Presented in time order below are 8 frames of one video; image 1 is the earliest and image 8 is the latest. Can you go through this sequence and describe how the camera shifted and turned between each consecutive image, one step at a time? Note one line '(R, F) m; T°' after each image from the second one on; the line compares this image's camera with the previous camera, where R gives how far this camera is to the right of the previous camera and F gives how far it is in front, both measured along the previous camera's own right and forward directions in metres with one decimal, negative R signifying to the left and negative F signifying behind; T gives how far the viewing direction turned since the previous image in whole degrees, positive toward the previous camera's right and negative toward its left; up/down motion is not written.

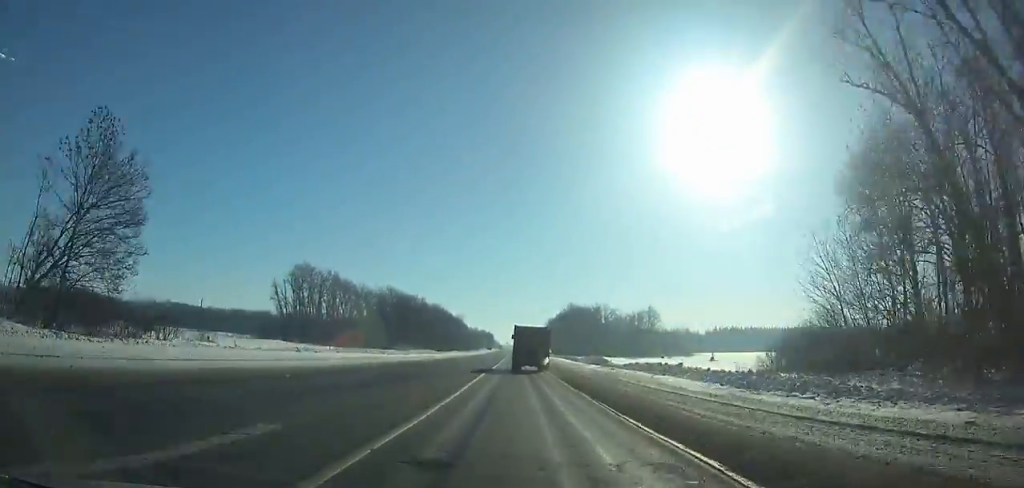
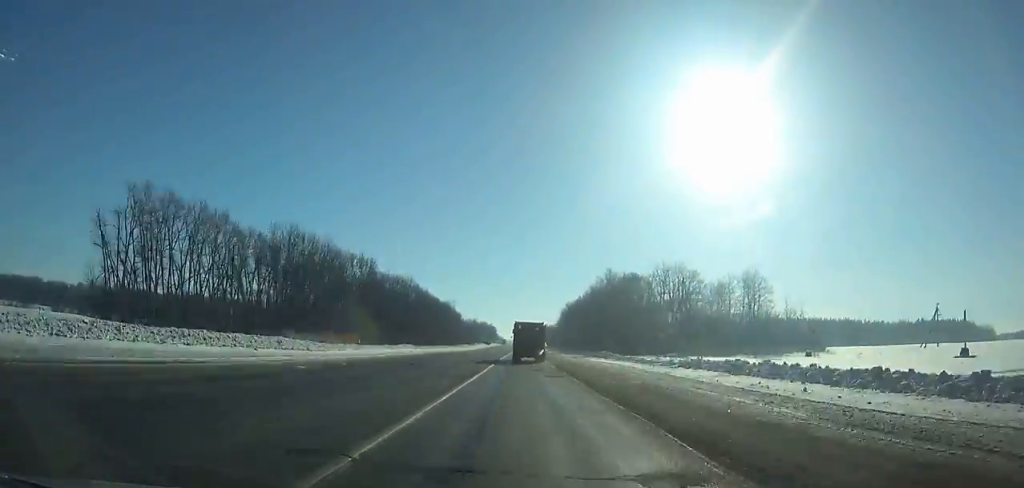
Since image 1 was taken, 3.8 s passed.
(-0.2, +74.8) m; 0°
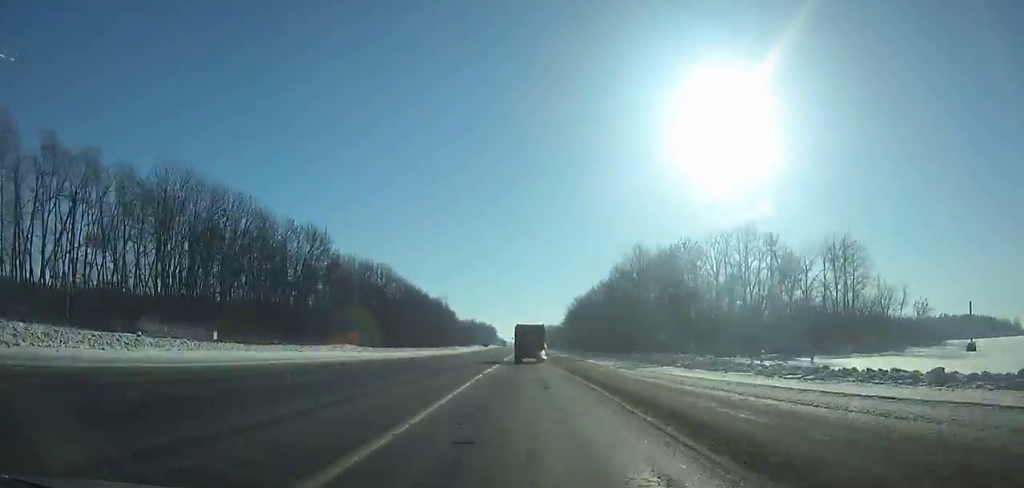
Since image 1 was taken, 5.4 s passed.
(-0.1, +32.0) m; 0°
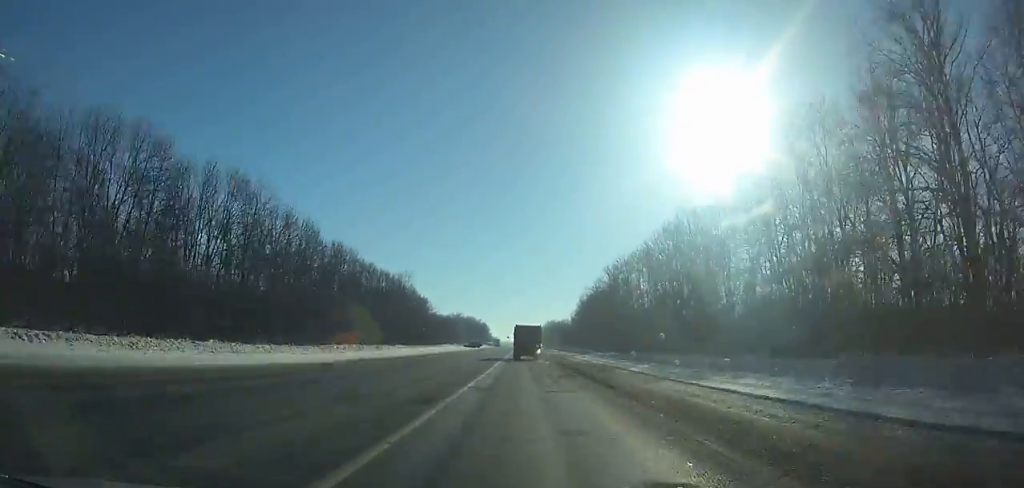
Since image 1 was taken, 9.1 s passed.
(-0.1, +74.4) m; 0°
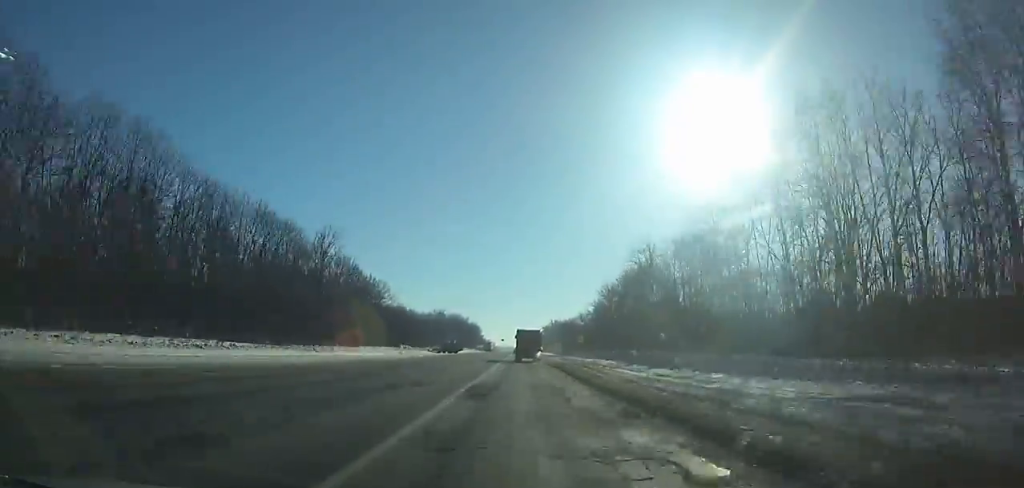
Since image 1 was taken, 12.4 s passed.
(0.0, +67.0) m; 0°
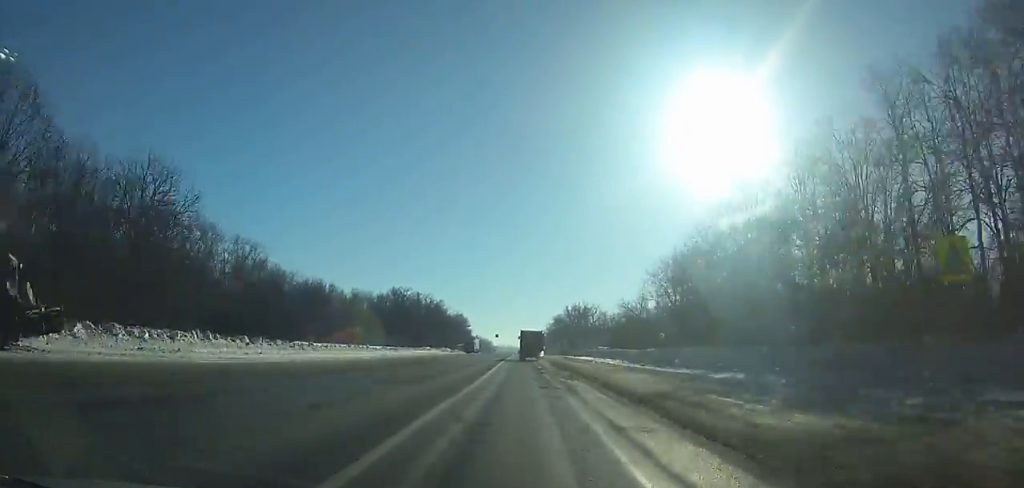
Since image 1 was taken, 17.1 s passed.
(0.0, +96.4) m; 0°
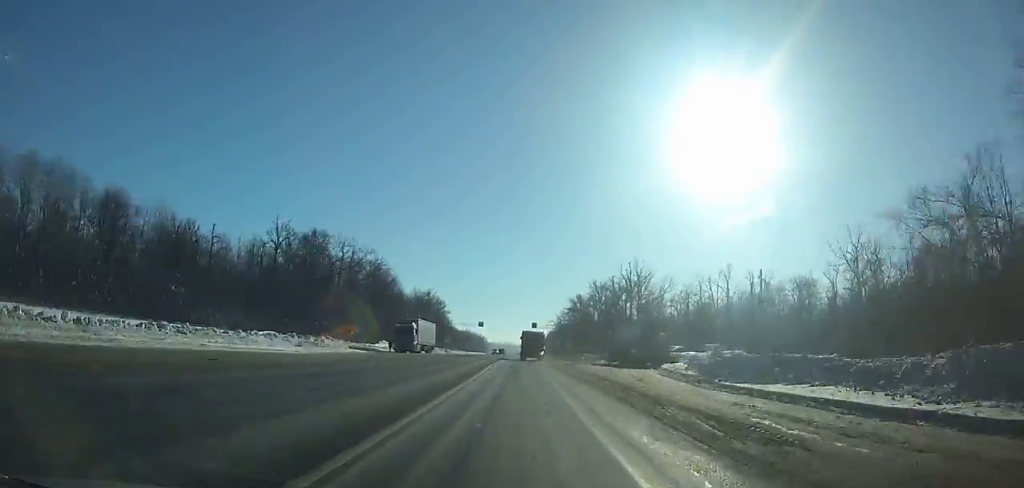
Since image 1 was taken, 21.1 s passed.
(+0.4, +82.9) m; 0°
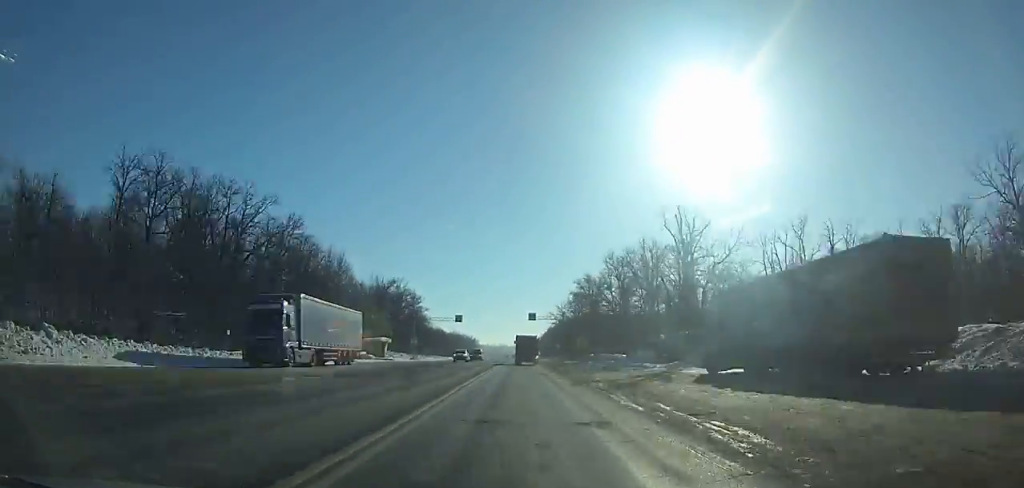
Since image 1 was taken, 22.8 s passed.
(+0.1, +35.5) m; 0°
